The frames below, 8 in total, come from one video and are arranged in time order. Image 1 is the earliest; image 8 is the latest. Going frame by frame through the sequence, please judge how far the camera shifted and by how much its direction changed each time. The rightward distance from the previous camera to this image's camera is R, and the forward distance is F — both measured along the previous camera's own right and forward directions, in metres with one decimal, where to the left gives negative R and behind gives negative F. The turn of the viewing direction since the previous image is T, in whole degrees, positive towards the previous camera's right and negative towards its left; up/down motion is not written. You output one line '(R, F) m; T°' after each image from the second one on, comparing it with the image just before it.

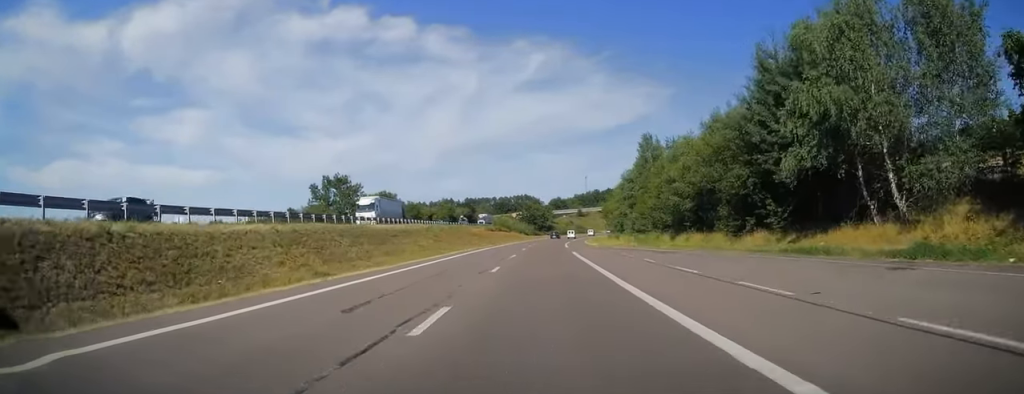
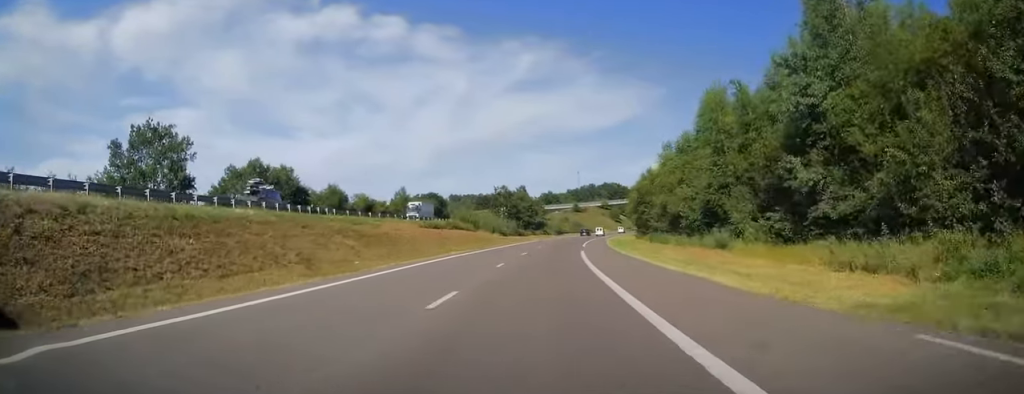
(+0.8, +49.1) m; +2°
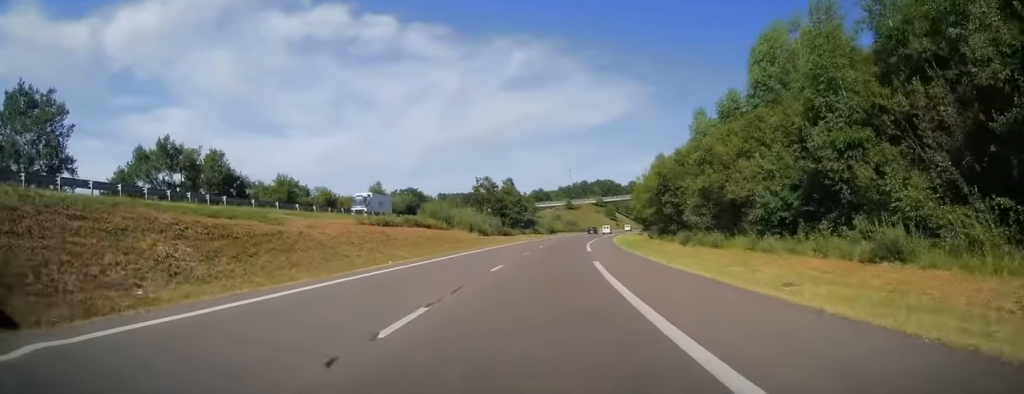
(+0.1, +16.2) m; +1°
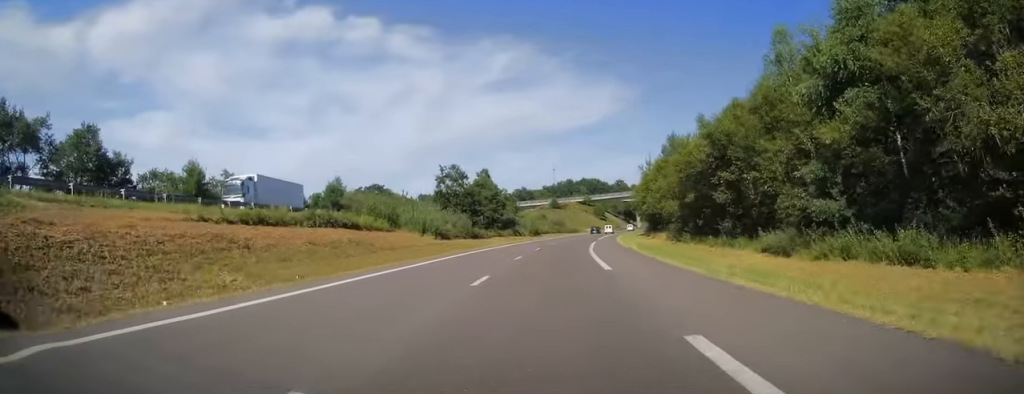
(+0.3, +18.6) m; +1°
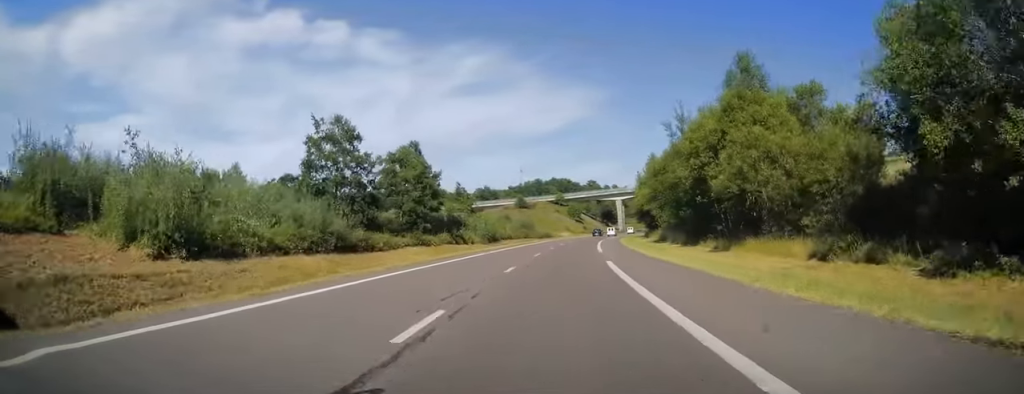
(+0.6, +33.4) m; +2°
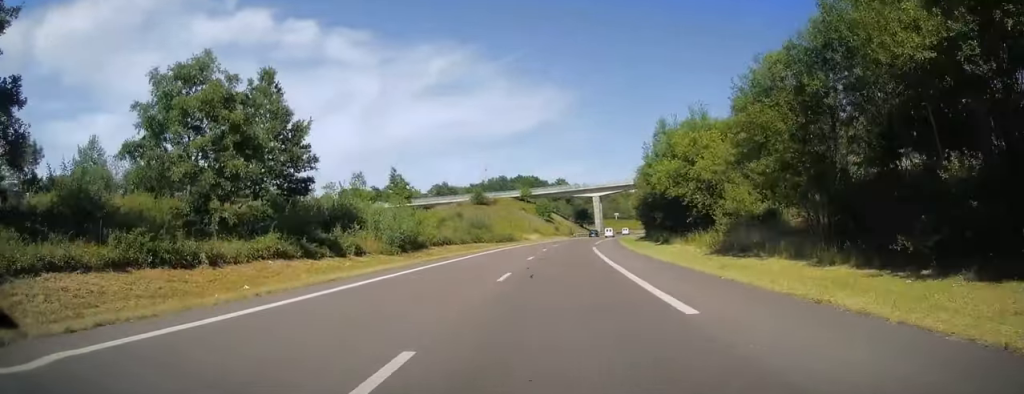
(+0.5, +29.5) m; +3°
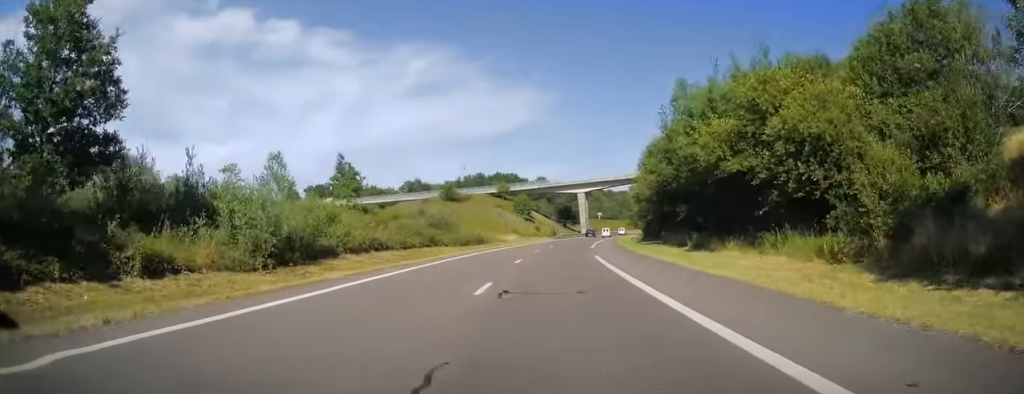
(+0.3, +16.7) m; +2°
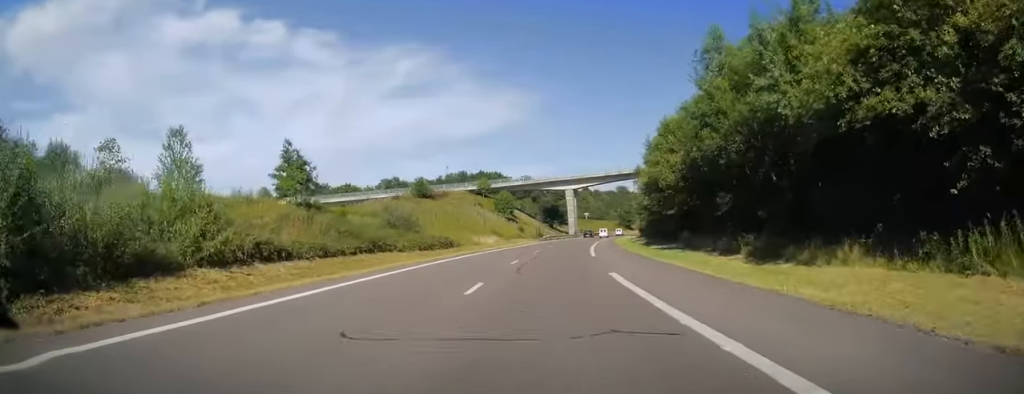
(+0.4, +12.8) m; +2°
